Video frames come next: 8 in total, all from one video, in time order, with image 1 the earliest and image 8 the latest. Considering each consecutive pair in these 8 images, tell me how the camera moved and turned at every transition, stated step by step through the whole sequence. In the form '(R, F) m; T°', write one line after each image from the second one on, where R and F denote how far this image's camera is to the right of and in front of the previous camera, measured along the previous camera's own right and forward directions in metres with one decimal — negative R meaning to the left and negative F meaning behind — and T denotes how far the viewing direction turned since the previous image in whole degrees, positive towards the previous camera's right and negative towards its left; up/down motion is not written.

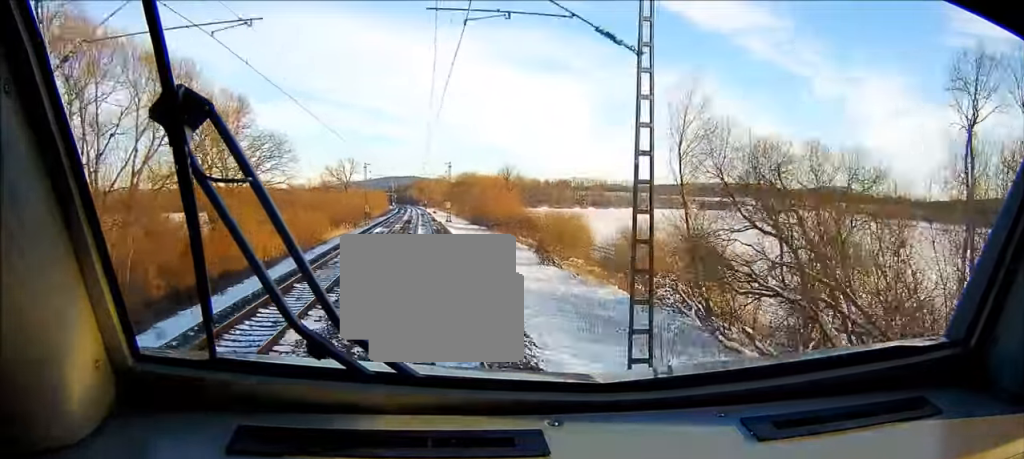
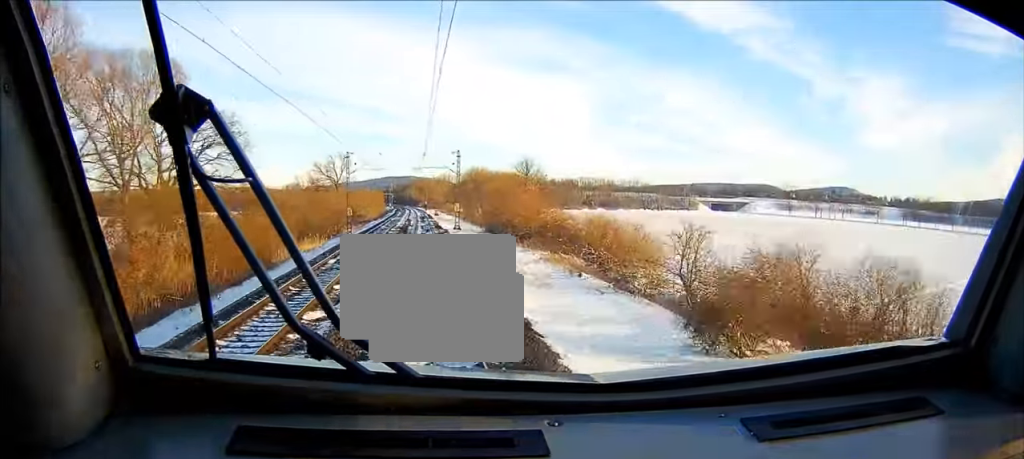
(0.0, +21.7) m; 0°
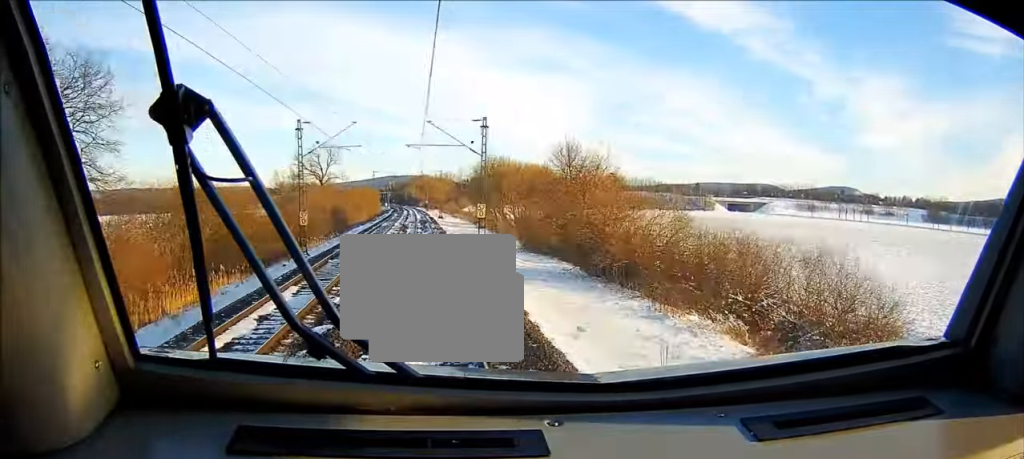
(0.0, +28.1) m; 0°
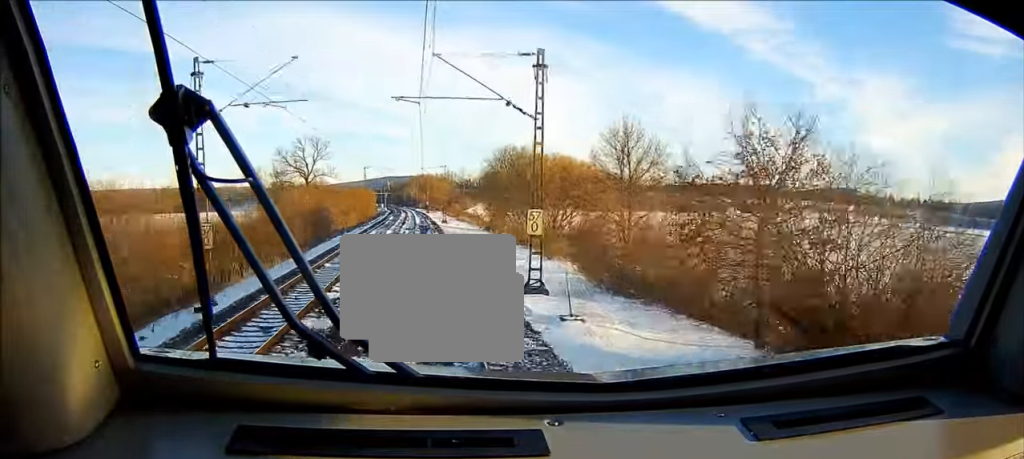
(0.0, +18.2) m; 0°
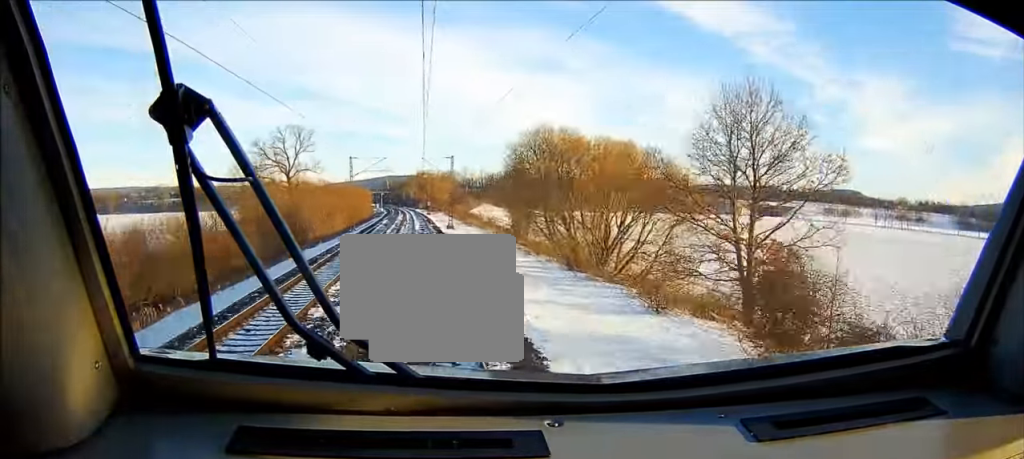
(0.0, +19.3) m; 0°
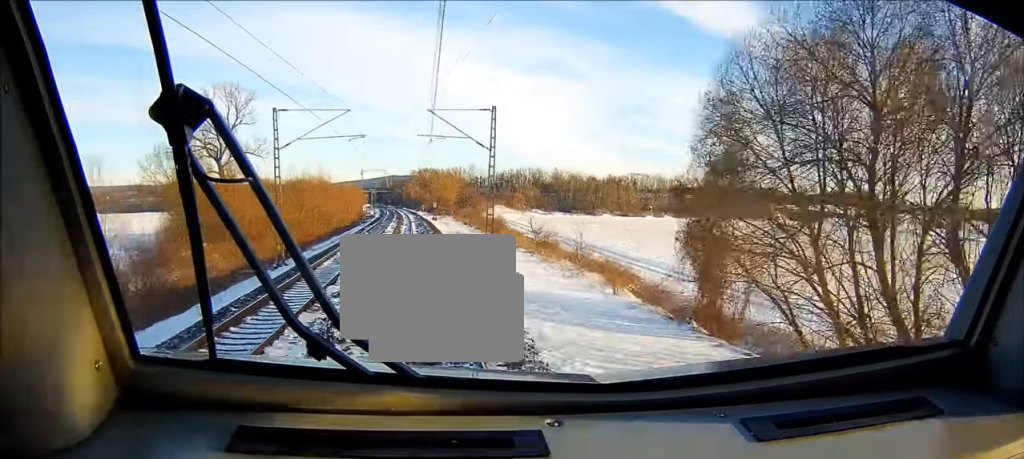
(-0.1, +41.7) m; 0°
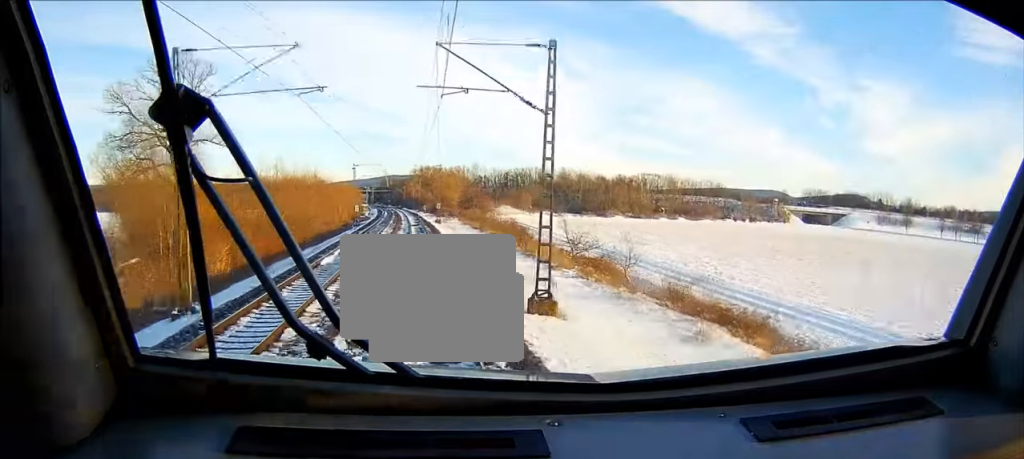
(0.0, +14.9) m; 0°
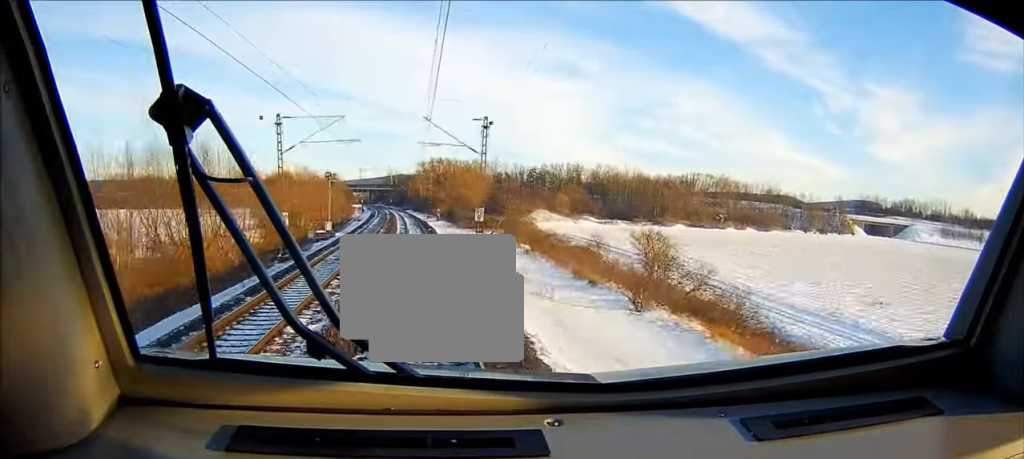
(-0.1, +55.6) m; 0°
